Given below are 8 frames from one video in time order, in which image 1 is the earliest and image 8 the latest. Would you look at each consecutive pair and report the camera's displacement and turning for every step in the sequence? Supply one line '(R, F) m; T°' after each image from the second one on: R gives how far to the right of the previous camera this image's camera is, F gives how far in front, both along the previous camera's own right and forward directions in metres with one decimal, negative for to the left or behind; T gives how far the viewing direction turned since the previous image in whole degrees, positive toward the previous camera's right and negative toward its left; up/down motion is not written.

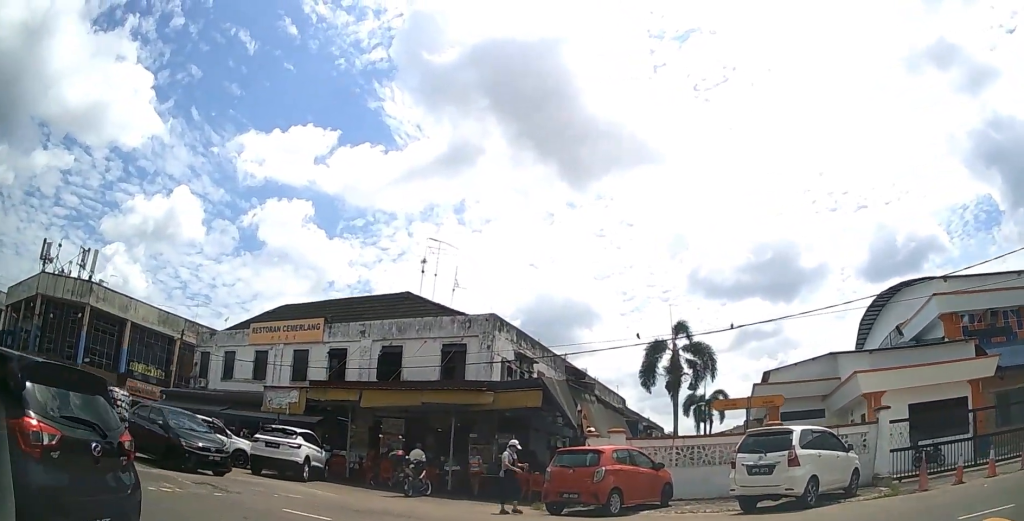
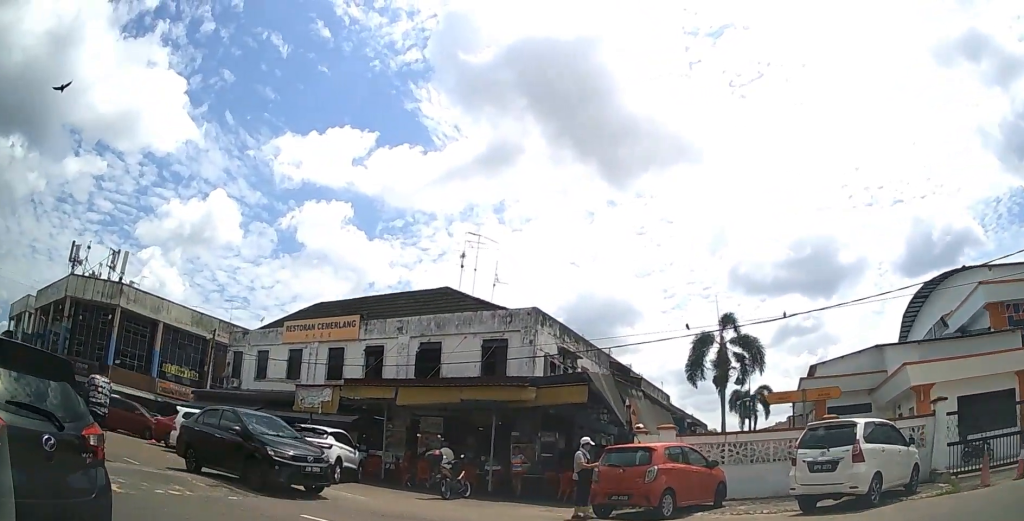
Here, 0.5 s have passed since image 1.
(-0.1, +0.8) m; -7°
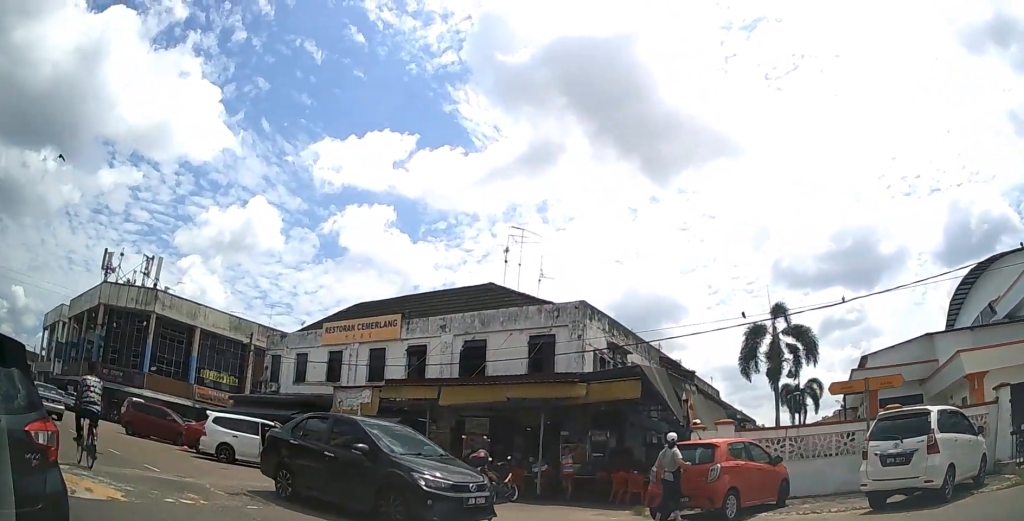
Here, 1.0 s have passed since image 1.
(0.0, +0.9) m; -5°
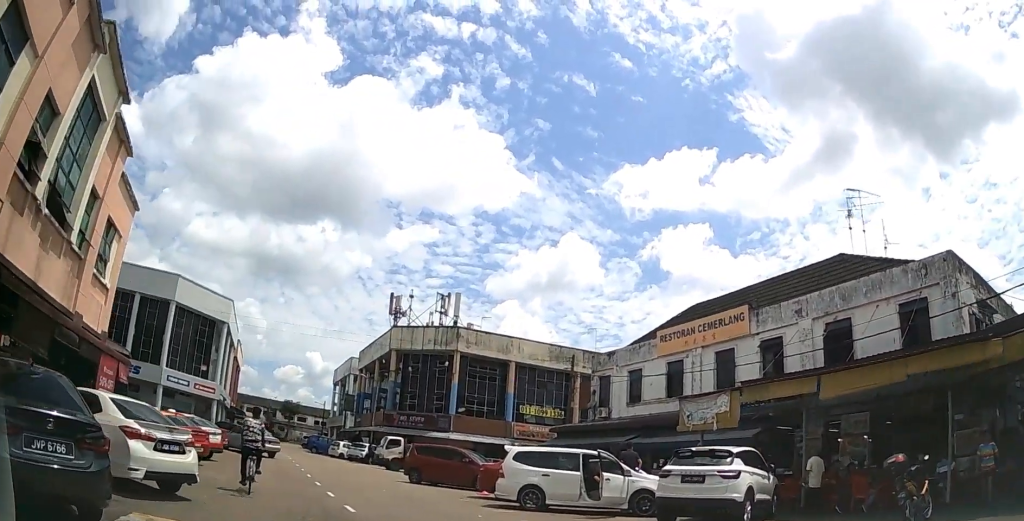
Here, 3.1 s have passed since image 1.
(-1.4, +4.1) m; -37°
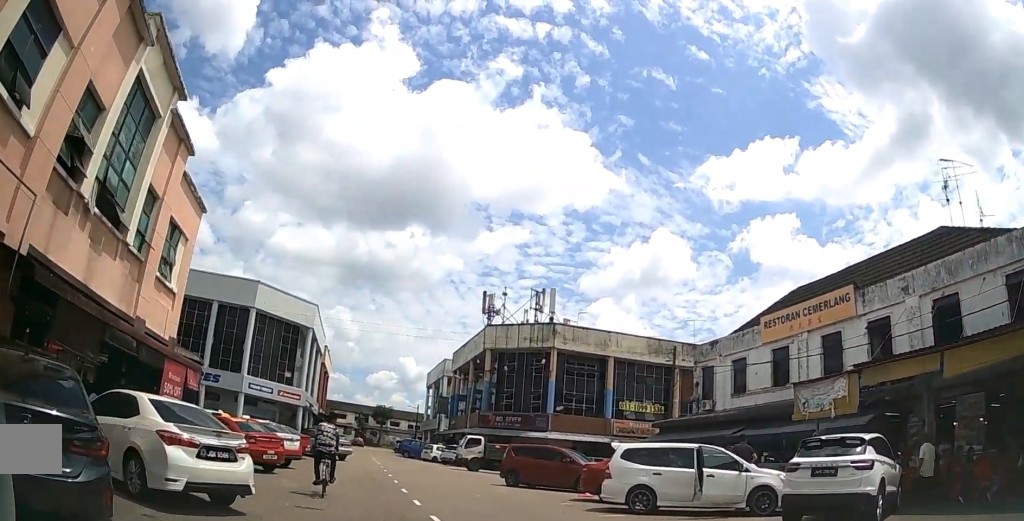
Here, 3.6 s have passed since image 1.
(-0.1, +1.4) m; -6°
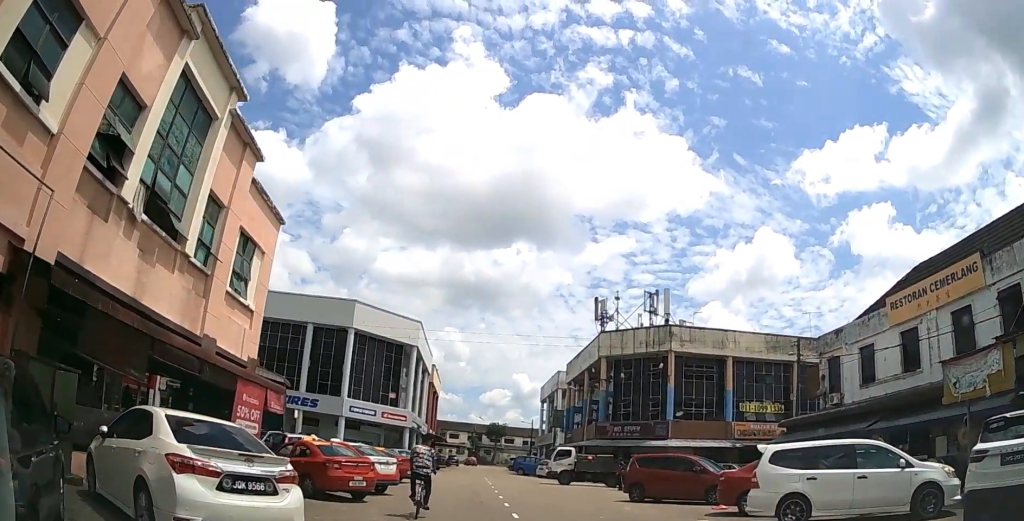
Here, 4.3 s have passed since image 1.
(-0.2, +2.0) m; -7°
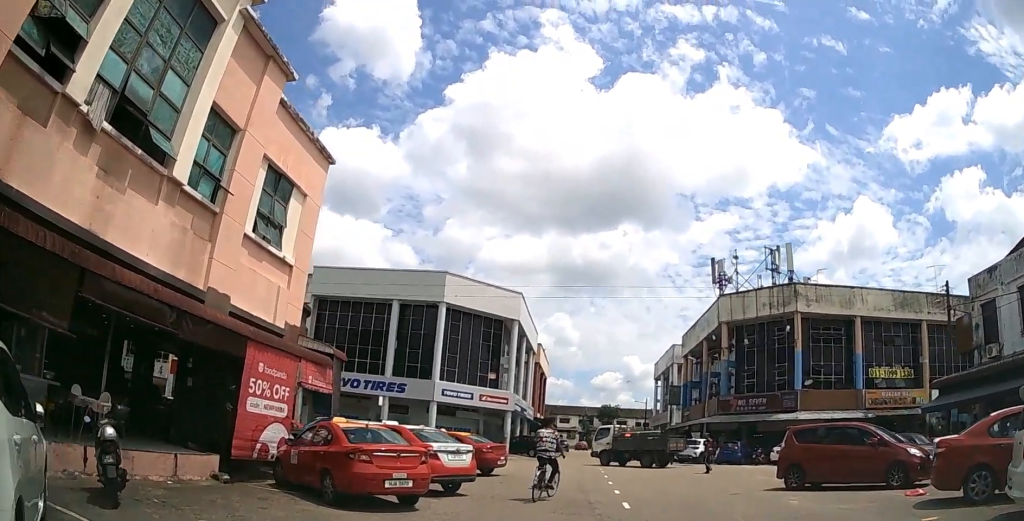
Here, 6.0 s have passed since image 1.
(-0.3, +4.8) m; -4°
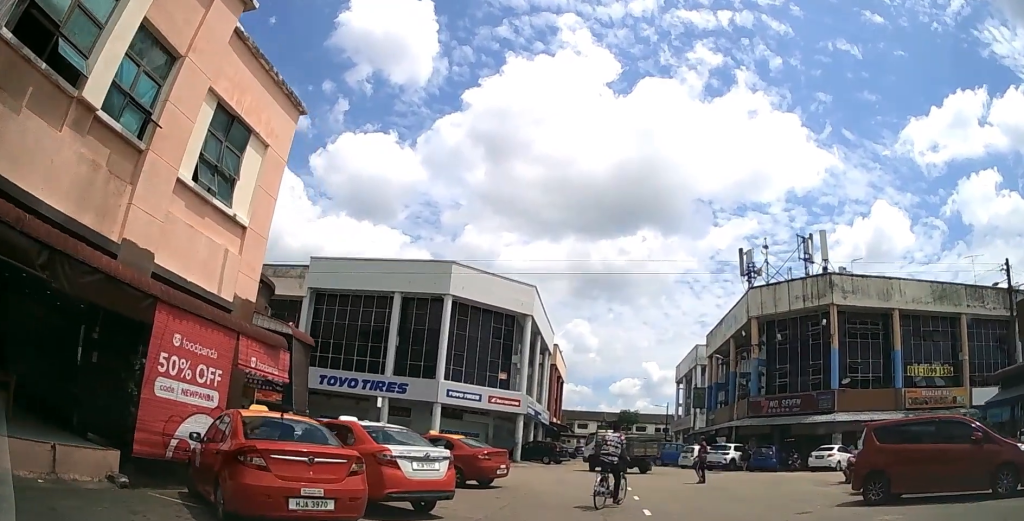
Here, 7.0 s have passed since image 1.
(0.0, +3.2) m; -1°
